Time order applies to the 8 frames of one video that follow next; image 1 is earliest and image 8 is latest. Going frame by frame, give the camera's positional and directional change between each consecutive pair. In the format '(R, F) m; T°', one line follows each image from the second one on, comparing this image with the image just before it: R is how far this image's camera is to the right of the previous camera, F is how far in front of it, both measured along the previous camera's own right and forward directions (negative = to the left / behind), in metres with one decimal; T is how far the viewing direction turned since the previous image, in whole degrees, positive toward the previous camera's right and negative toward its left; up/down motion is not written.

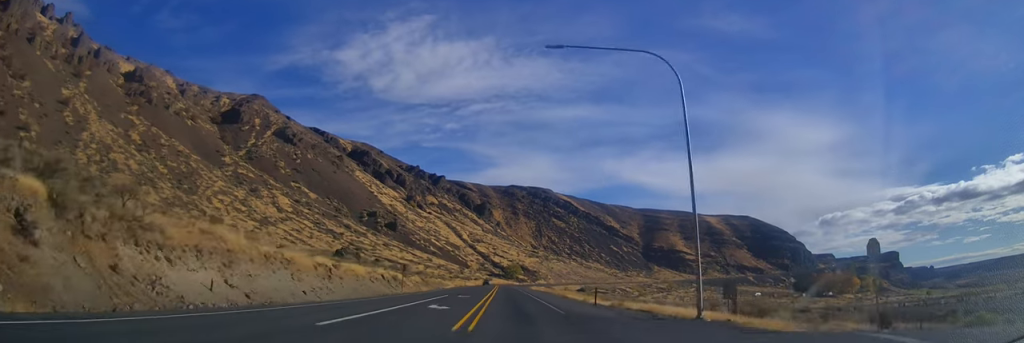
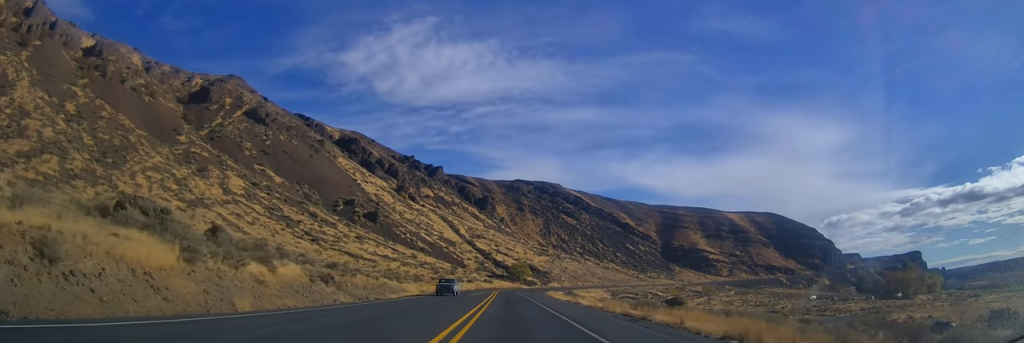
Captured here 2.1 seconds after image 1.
(0.0, +63.7) m; +1°
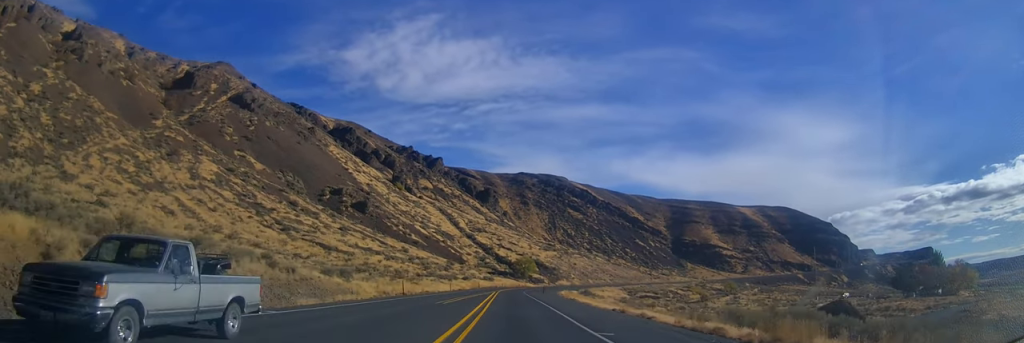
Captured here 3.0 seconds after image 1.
(+0.2, +28.8) m; 0°
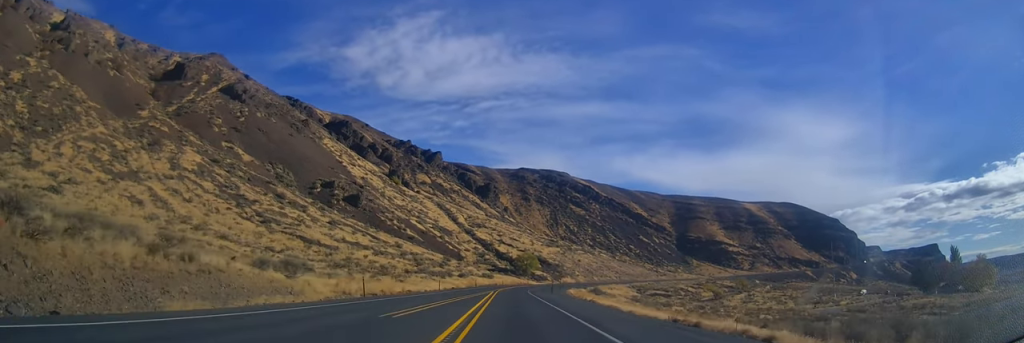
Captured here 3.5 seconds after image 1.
(+0.1, +14.4) m; -1°
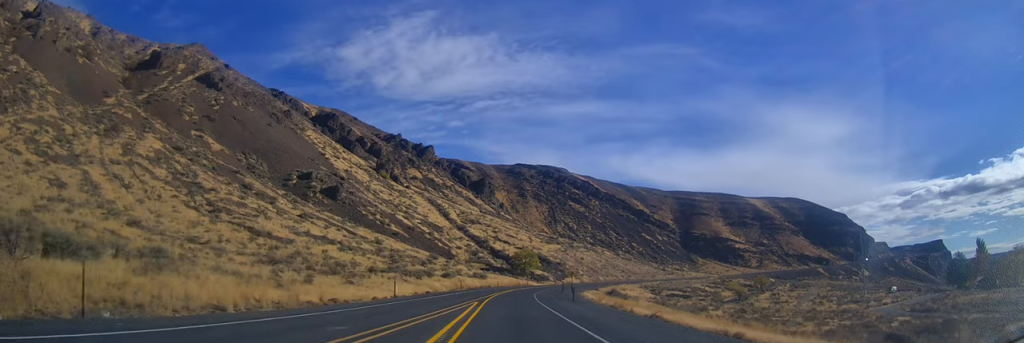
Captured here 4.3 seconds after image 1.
(-0.5, +25.6) m; -1°
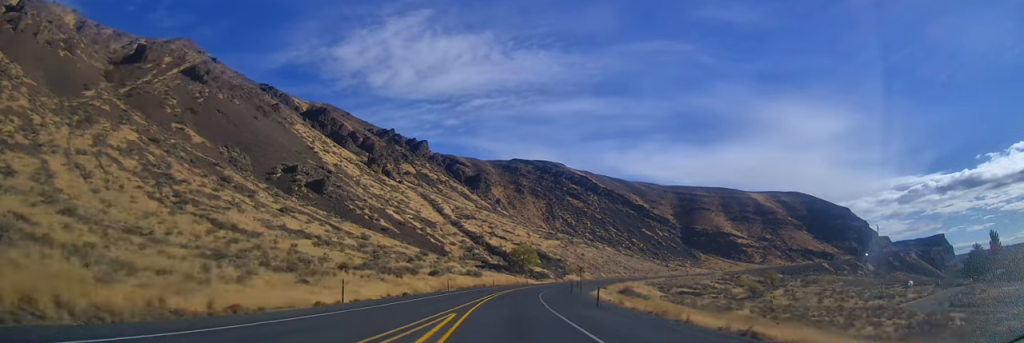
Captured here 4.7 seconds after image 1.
(-0.1, +13.2) m; 0°
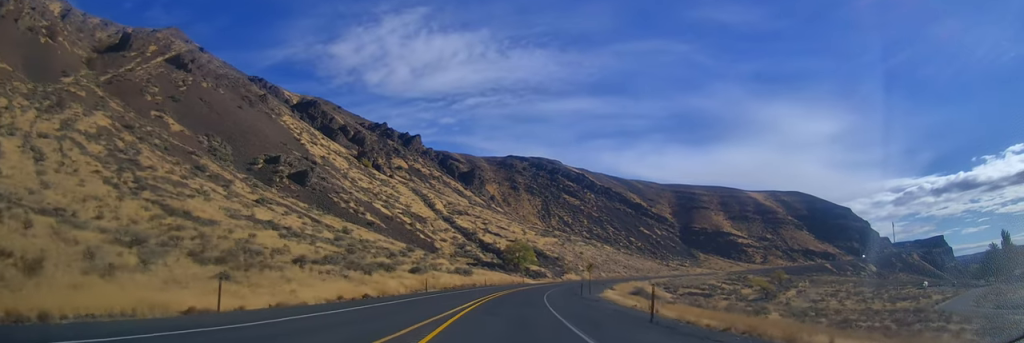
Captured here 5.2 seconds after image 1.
(-0.2, +13.2) m; +1°
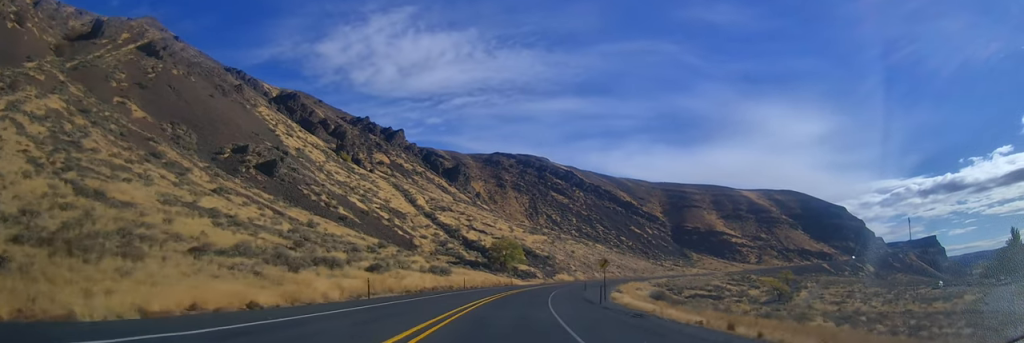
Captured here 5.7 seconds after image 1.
(+0.1, +17.2) m; +1°
